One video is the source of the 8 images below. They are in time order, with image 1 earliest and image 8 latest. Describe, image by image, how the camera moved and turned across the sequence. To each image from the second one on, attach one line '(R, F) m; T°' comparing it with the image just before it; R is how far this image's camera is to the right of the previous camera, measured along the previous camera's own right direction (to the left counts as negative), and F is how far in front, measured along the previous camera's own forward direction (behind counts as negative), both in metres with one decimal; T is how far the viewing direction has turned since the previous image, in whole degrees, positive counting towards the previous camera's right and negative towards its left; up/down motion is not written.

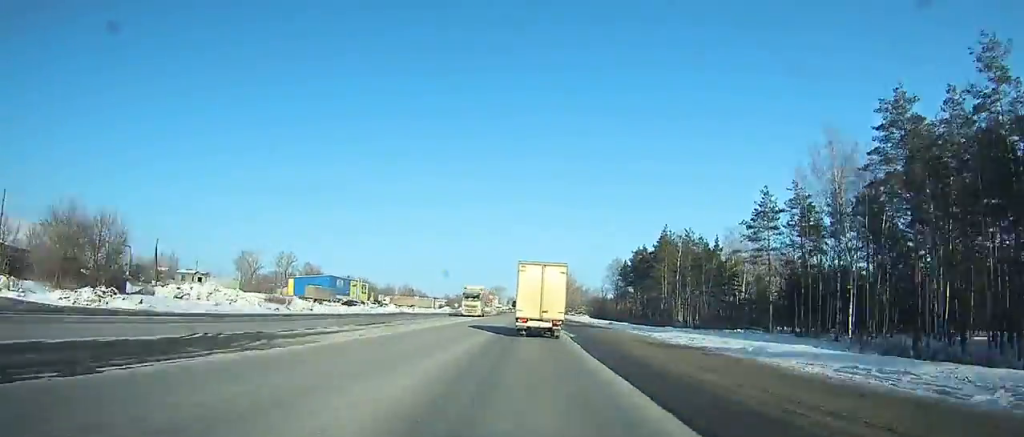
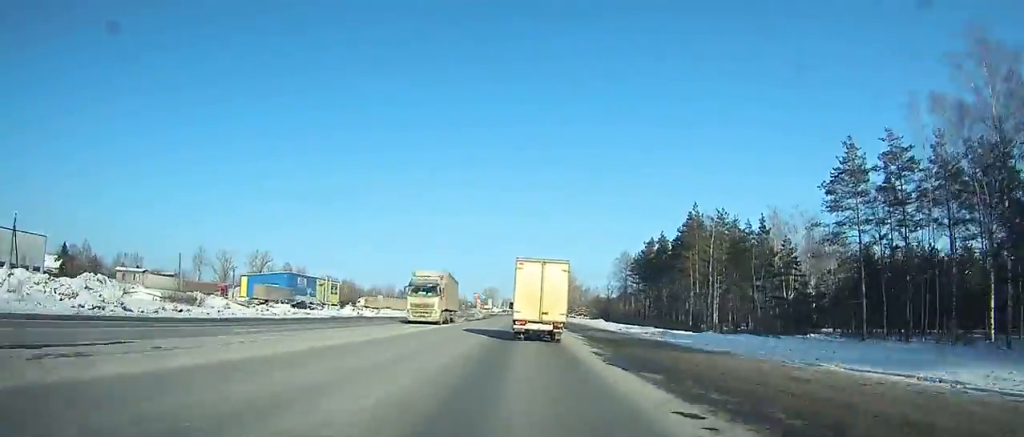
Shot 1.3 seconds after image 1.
(-0.1, +25.6) m; 0°
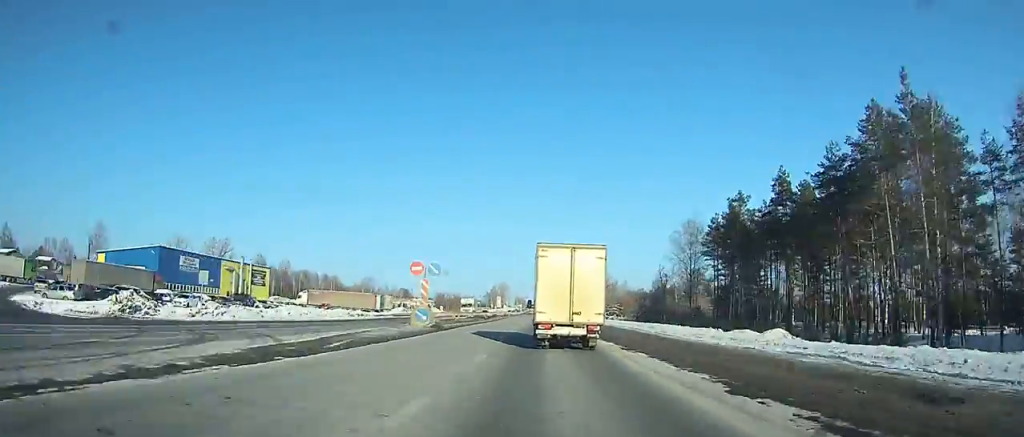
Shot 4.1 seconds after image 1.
(-0.3, +55.3) m; 0°
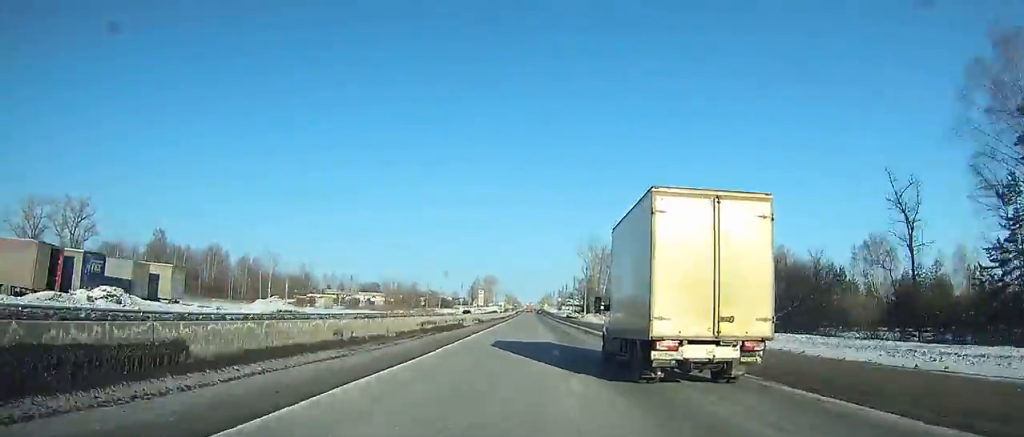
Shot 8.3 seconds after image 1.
(0.0, +83.6) m; 0°
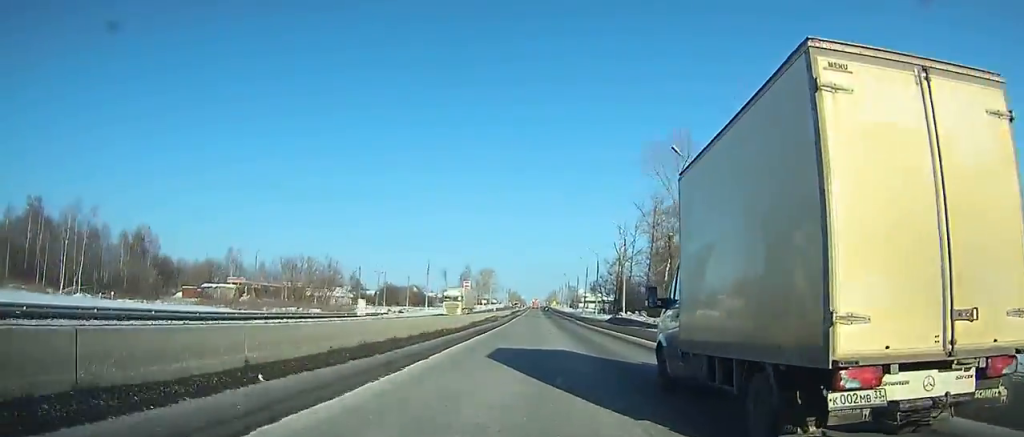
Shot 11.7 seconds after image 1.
(+0.3, +67.4) m; 0°
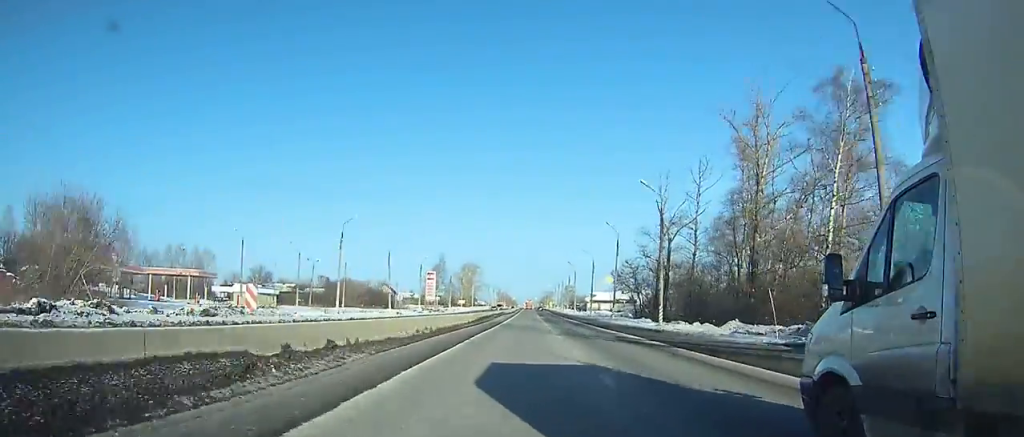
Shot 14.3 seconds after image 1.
(0.0, +50.5) m; 0°
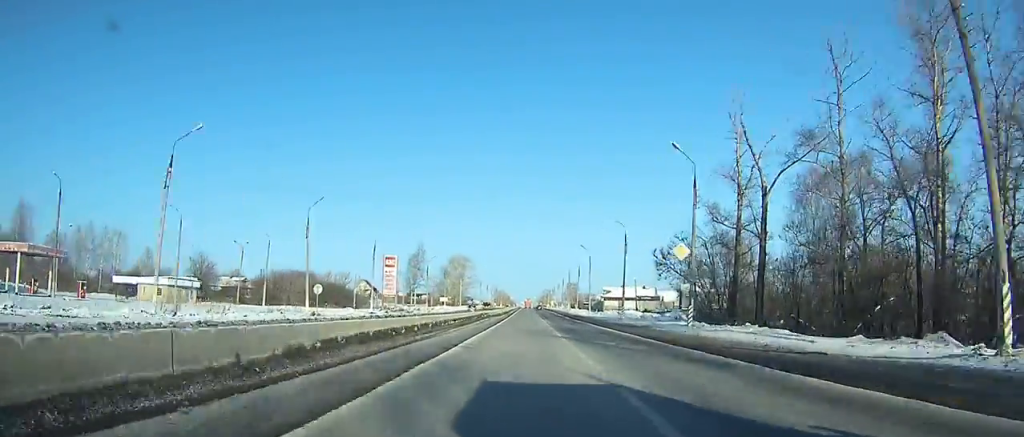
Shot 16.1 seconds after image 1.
(+0.2, +34.2) m; 0°
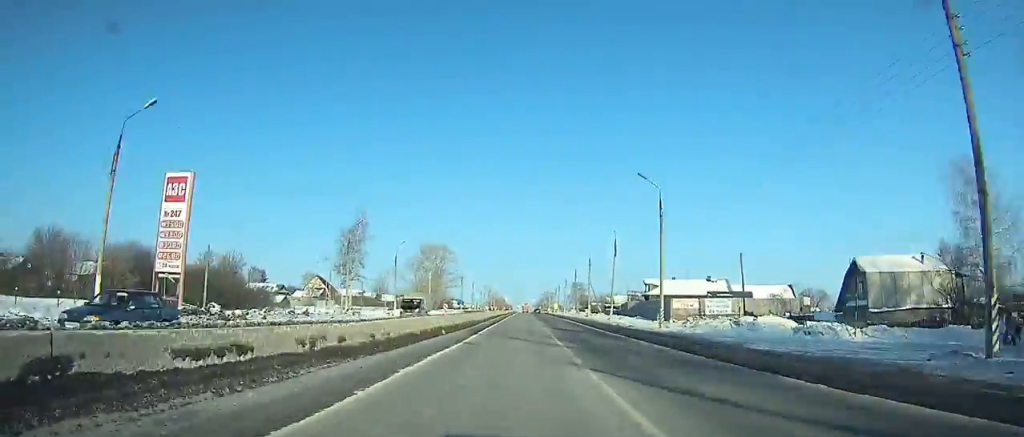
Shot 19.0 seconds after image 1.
(+0.2, +54.1) m; 0°
